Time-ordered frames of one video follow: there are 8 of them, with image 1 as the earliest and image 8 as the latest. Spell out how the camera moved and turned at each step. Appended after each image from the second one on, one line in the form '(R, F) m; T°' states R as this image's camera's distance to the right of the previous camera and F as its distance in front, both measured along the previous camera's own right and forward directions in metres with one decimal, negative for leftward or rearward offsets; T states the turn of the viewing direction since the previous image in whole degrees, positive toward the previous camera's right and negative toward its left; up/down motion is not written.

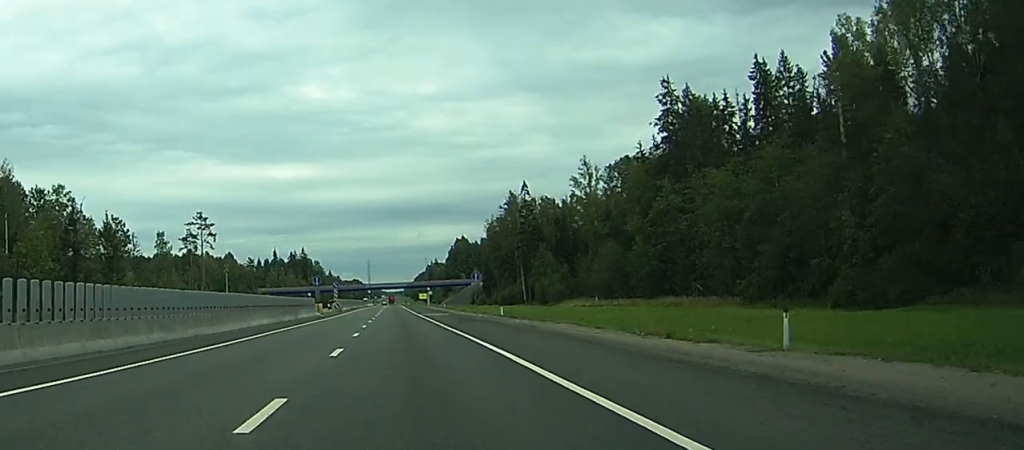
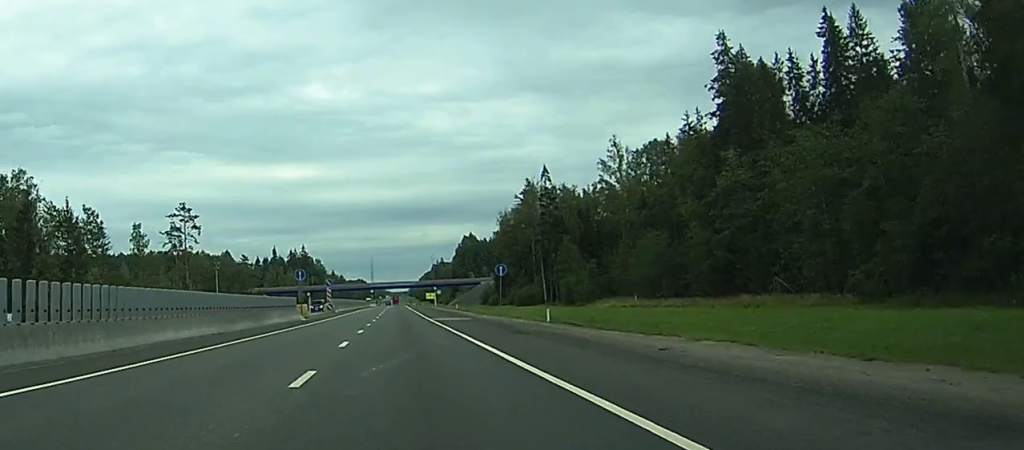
(-0.1, +18.9) m; 0°
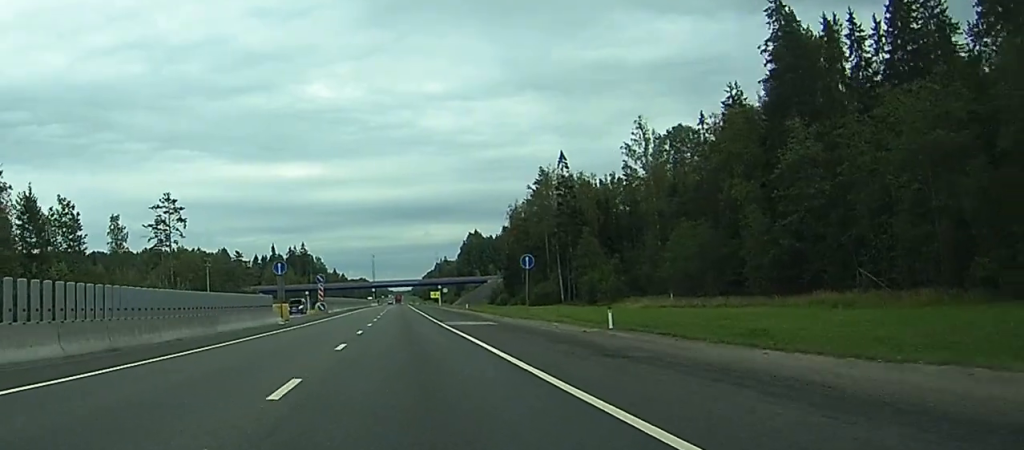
(0.0, +13.5) m; 0°
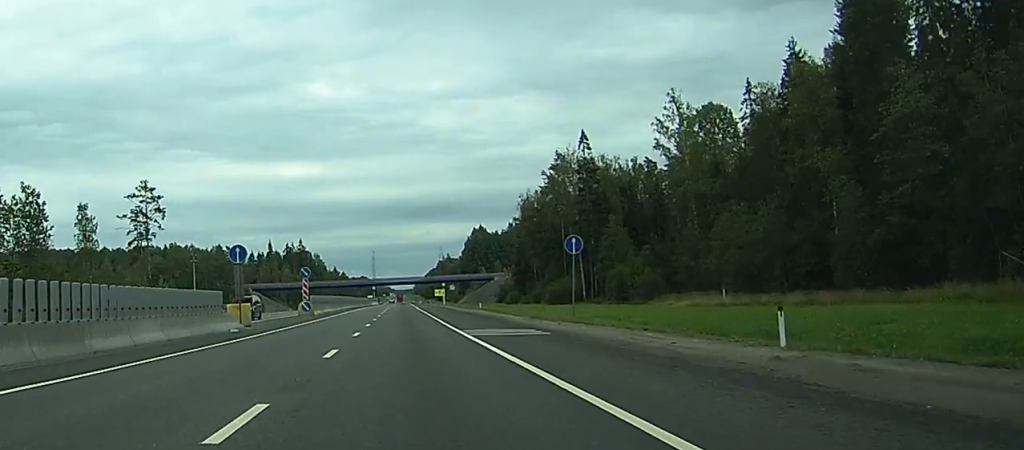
(0.0, +15.3) m; 0°
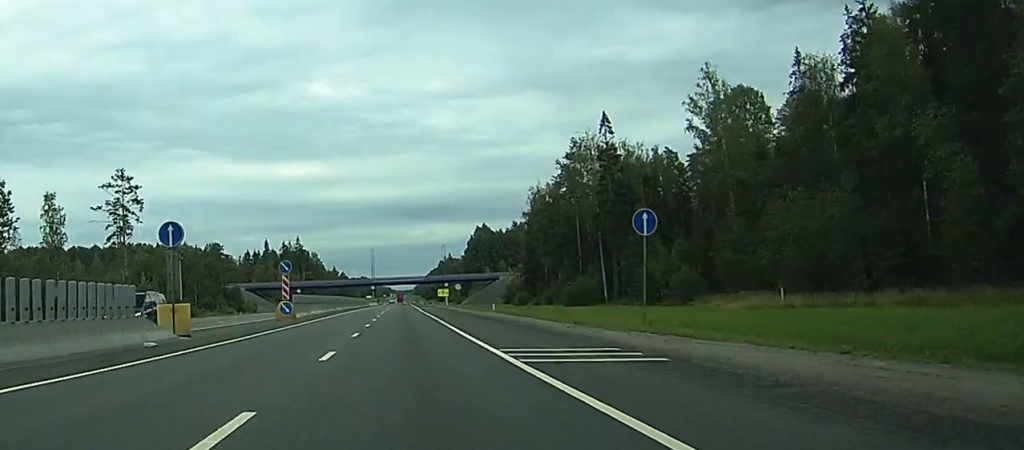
(0.0, +12.6) m; 0°
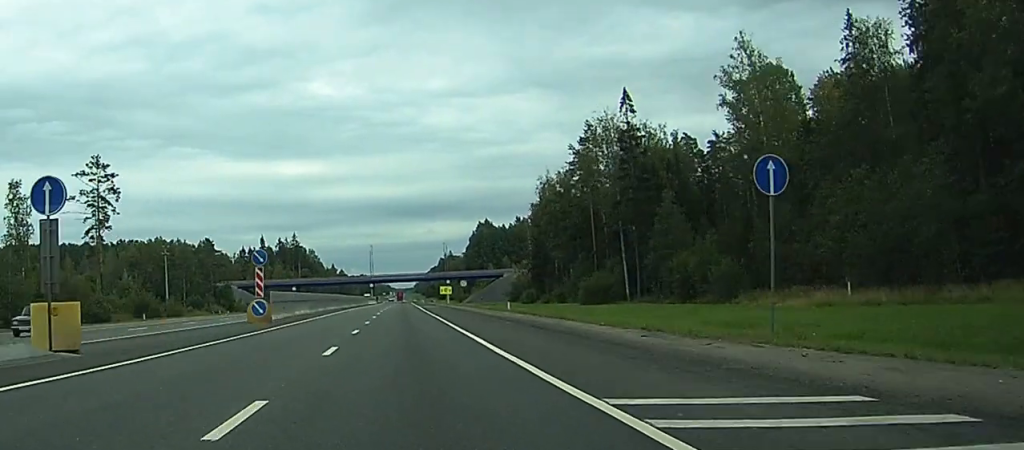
(-0.1, +10.8) m; 0°
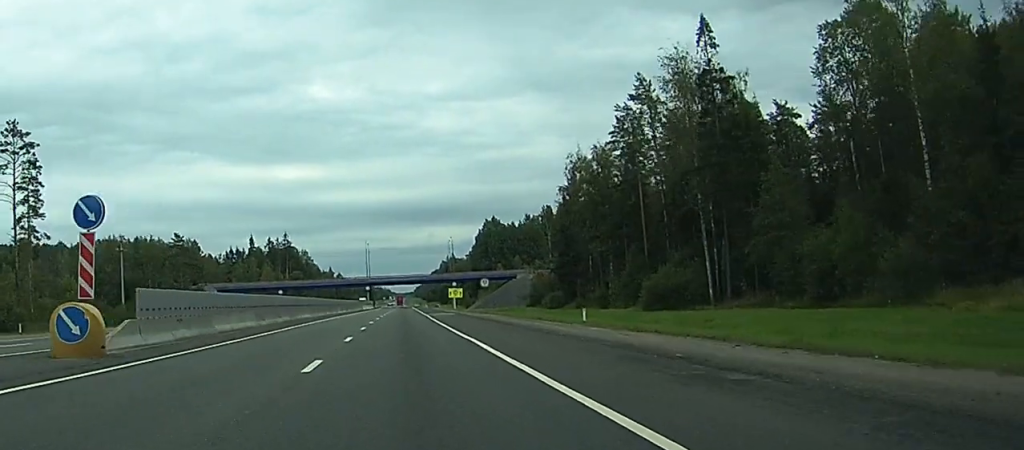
(+0.2, +27.1) m; 0°
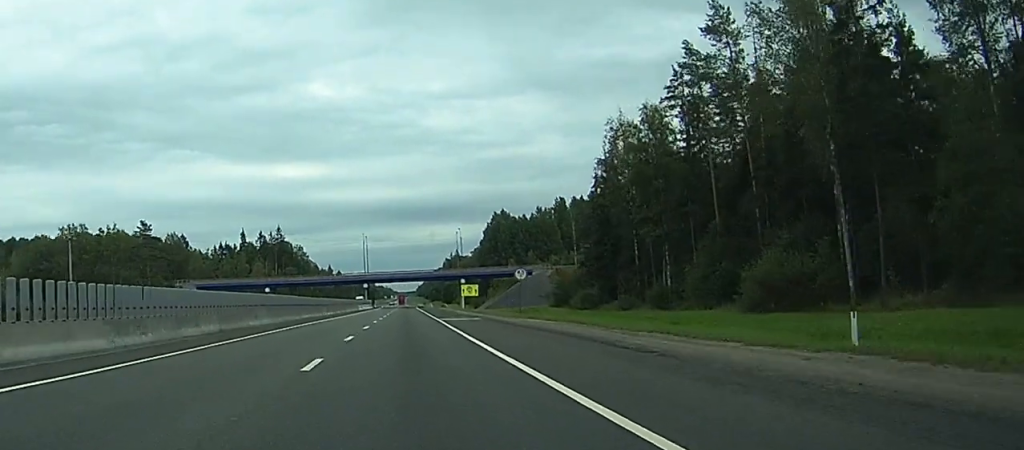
(-0.1, +23.6) m; 0°
